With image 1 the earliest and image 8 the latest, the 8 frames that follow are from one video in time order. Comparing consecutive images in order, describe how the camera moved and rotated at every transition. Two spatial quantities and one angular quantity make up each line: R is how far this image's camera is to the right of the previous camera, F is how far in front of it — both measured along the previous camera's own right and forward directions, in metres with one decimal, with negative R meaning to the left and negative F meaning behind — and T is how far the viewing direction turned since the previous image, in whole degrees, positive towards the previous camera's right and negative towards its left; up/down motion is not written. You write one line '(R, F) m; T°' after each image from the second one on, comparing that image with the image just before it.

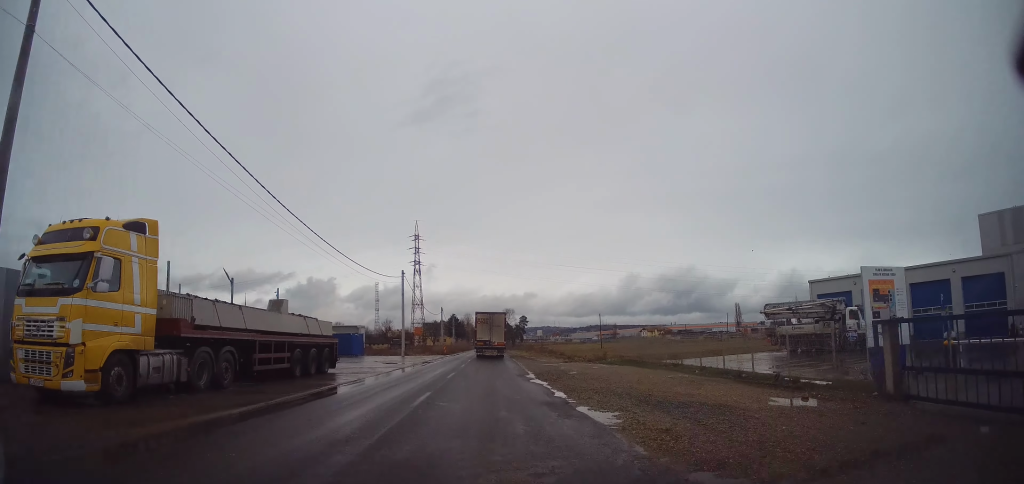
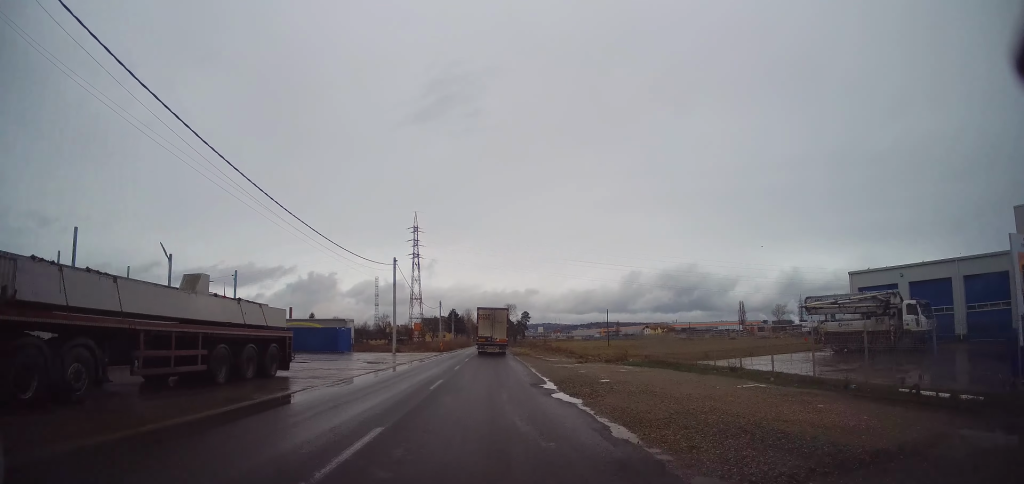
(0.0, +6.6) m; 0°
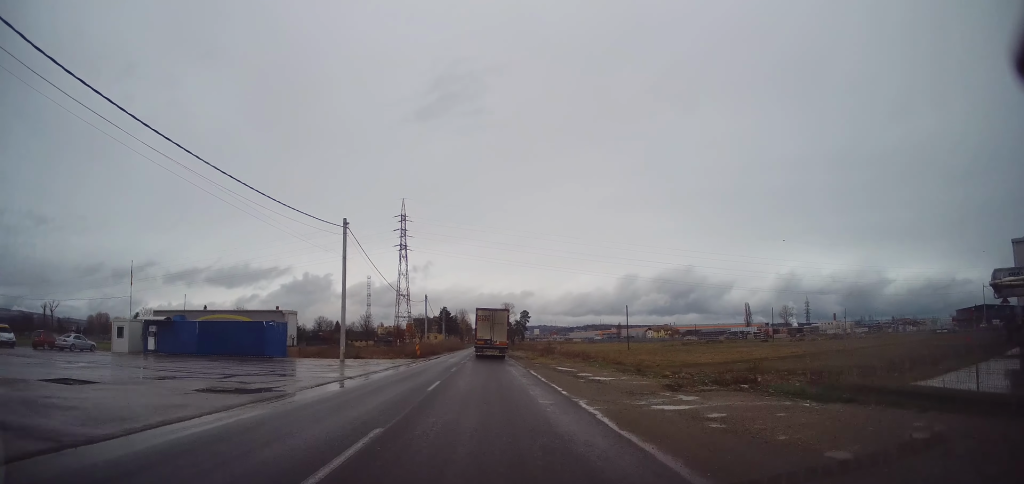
(+0.1, +18.1) m; 0°
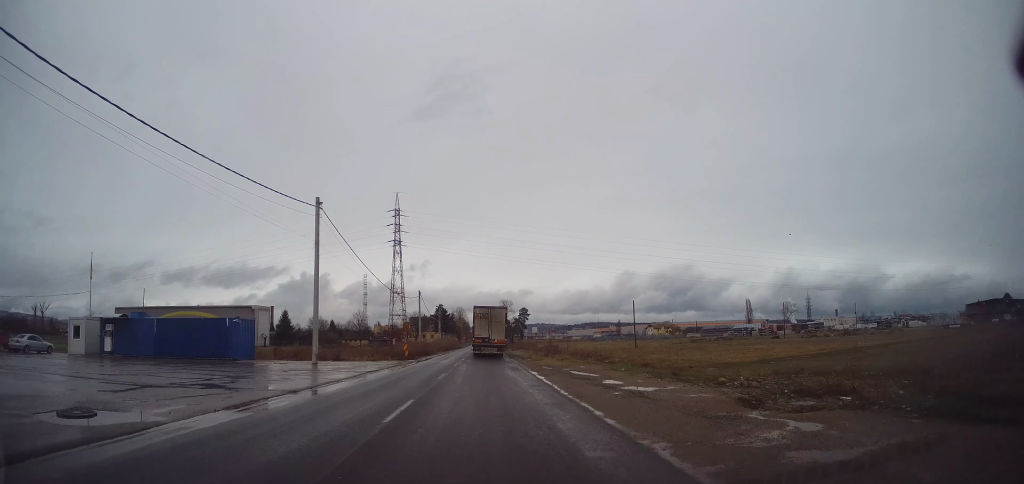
(0.0, +5.5) m; 0°
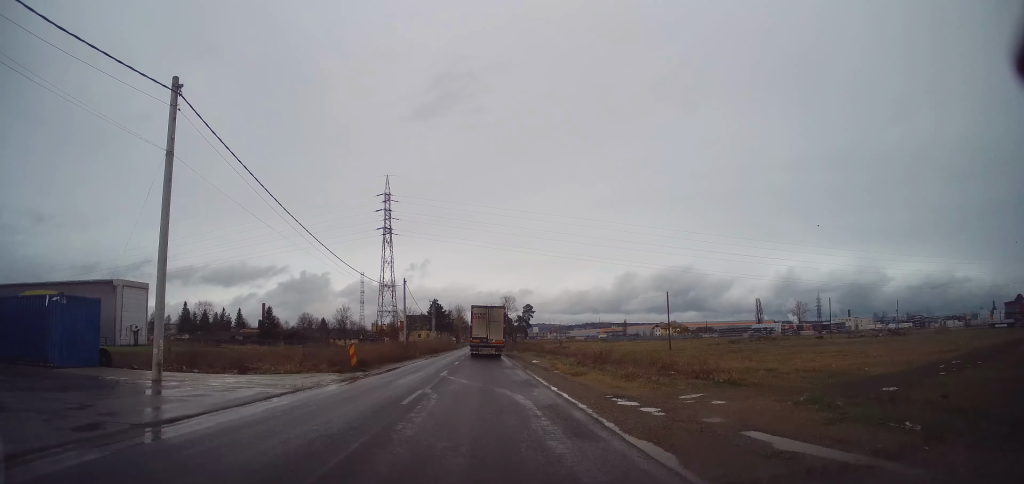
(0.0, +15.7) m; 0°
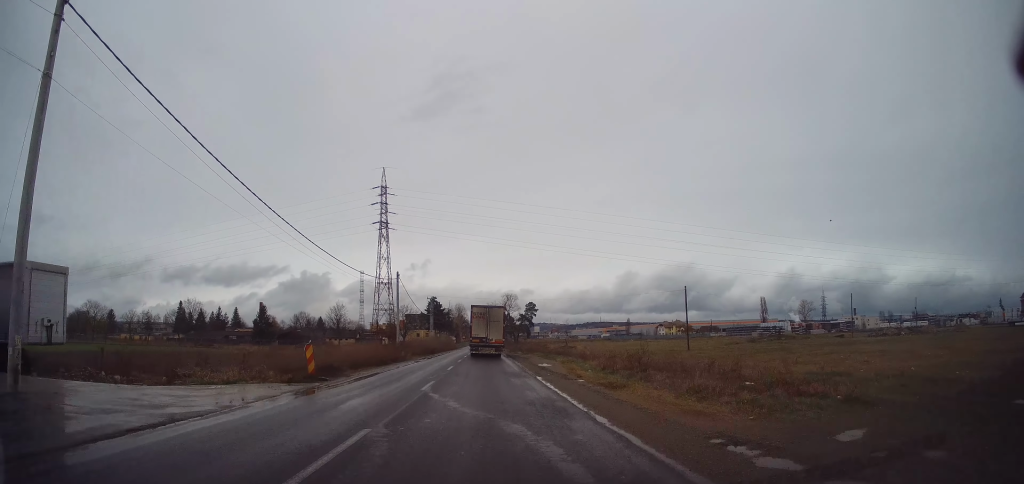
(0.0, +6.0) m; 0°
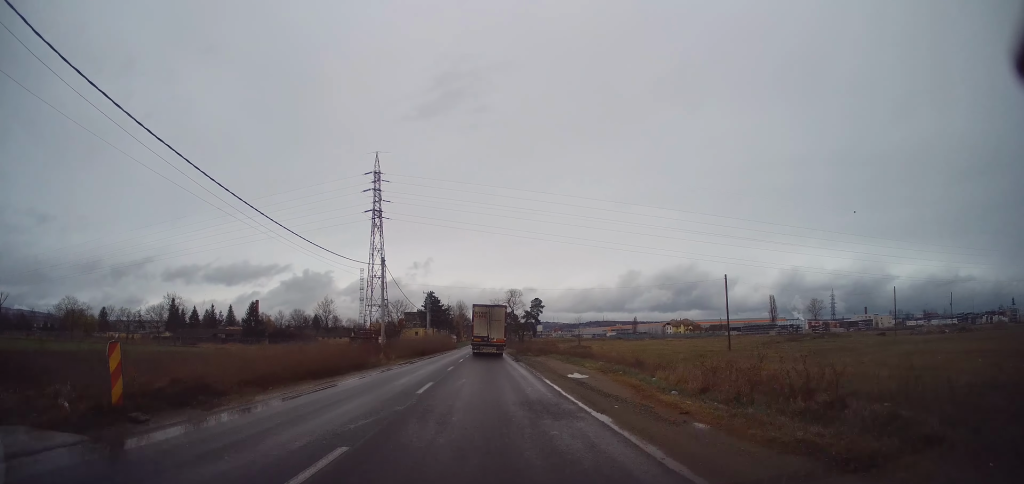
(0.0, +10.4) m; 0°
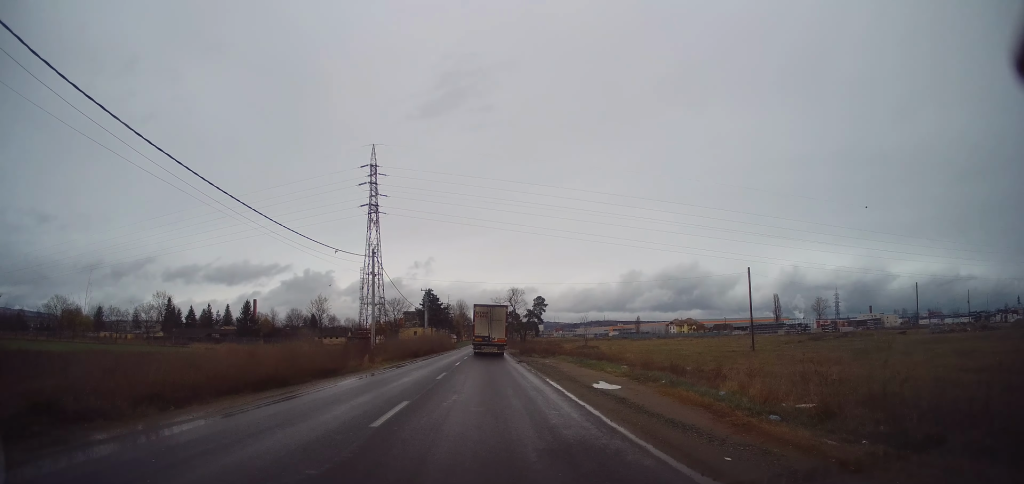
(0.0, +4.8) m; 0°
